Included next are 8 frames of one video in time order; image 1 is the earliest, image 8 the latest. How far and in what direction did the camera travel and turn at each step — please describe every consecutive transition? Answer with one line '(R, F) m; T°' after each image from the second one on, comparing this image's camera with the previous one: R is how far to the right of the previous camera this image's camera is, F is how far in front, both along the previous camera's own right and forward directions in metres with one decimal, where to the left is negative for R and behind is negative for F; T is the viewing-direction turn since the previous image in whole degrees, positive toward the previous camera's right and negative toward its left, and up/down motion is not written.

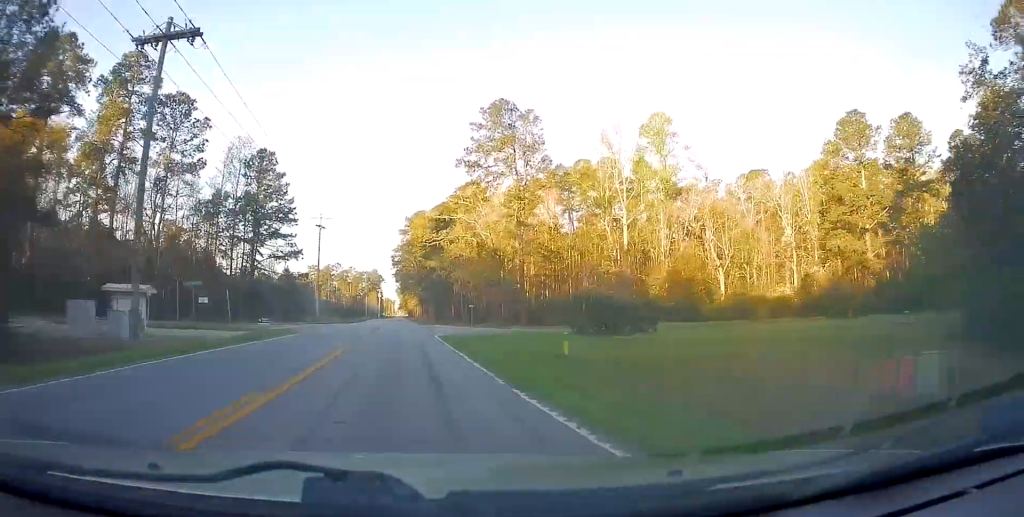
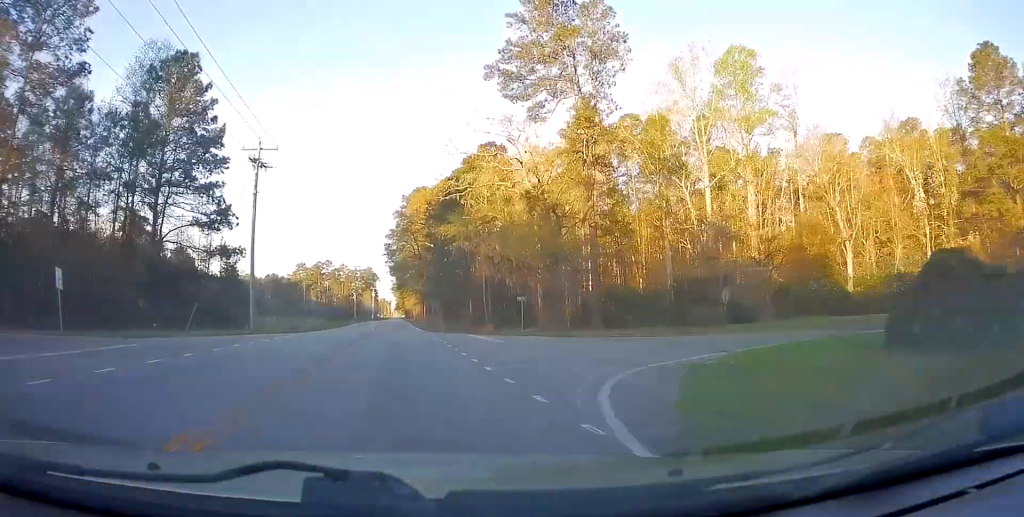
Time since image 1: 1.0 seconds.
(+0.2, +26.9) m; -1°
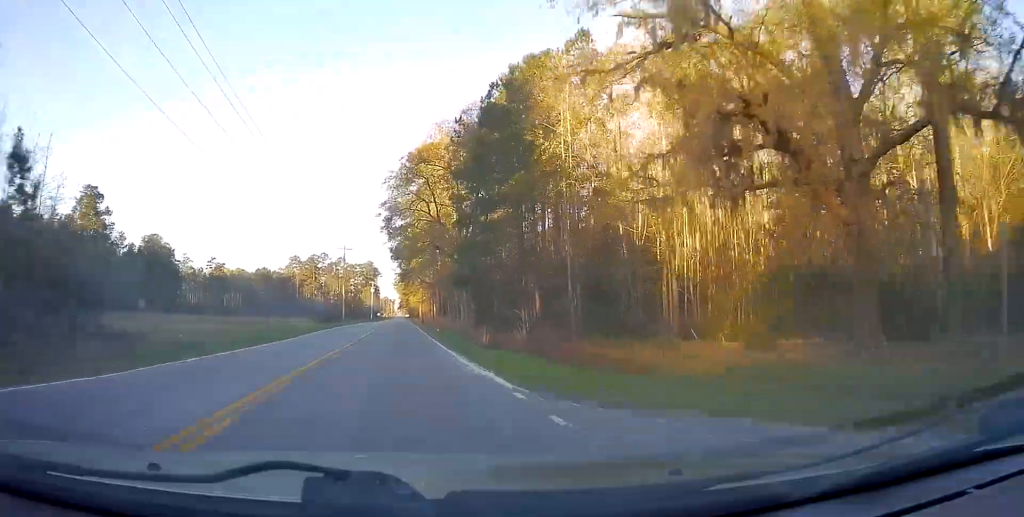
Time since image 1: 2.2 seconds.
(-0.6, +30.6) m; 0°
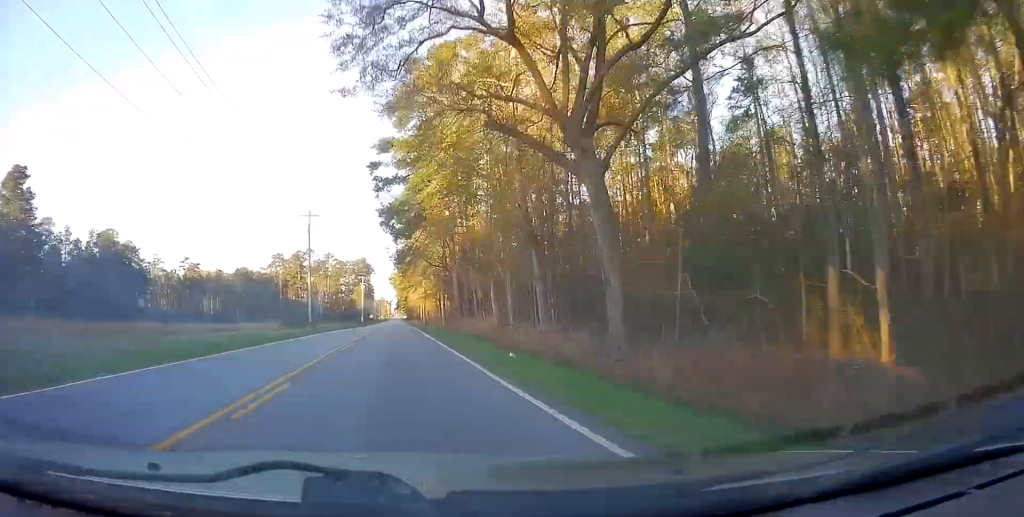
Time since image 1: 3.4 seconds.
(+0.6, +32.0) m; +1°
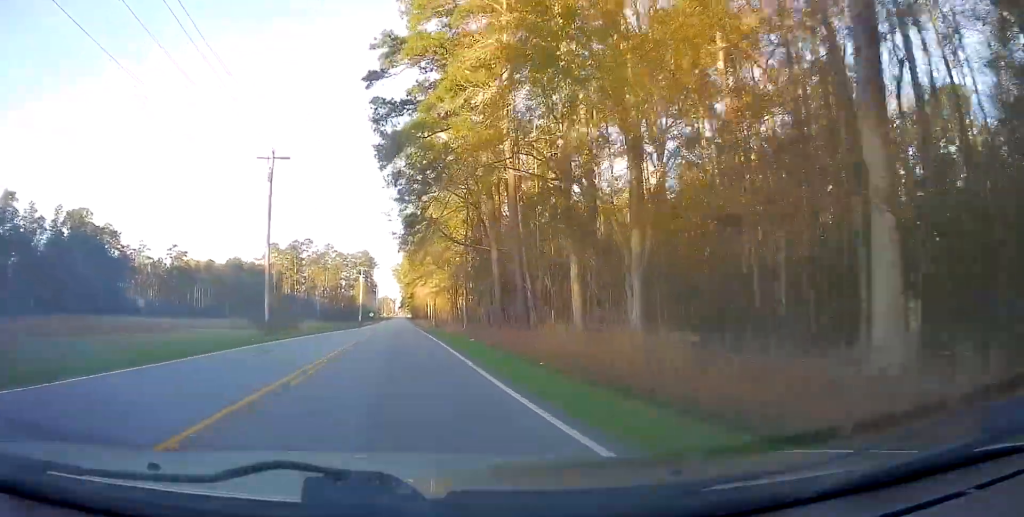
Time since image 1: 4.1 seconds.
(-0.2, +20.5) m; 0°
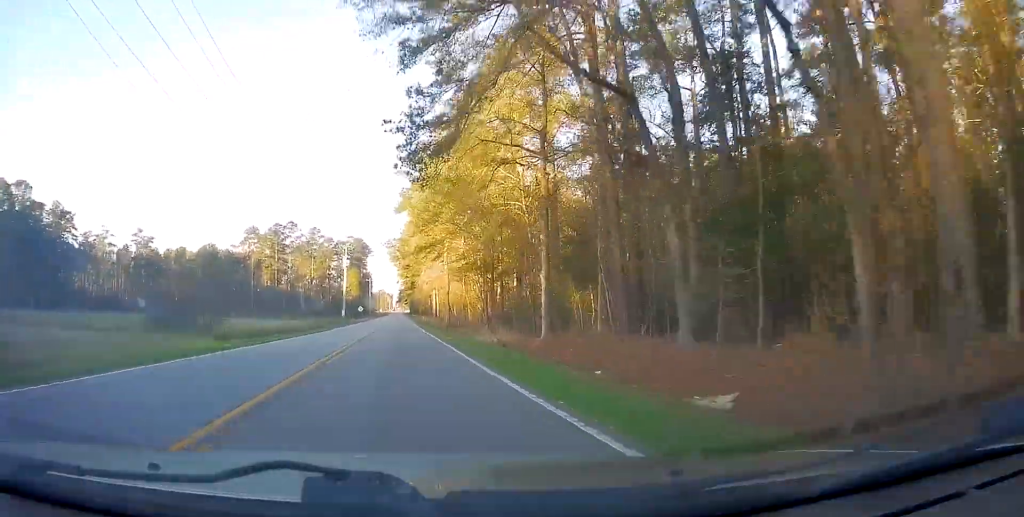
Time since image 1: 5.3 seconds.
(+0.3, +31.1) m; +1°
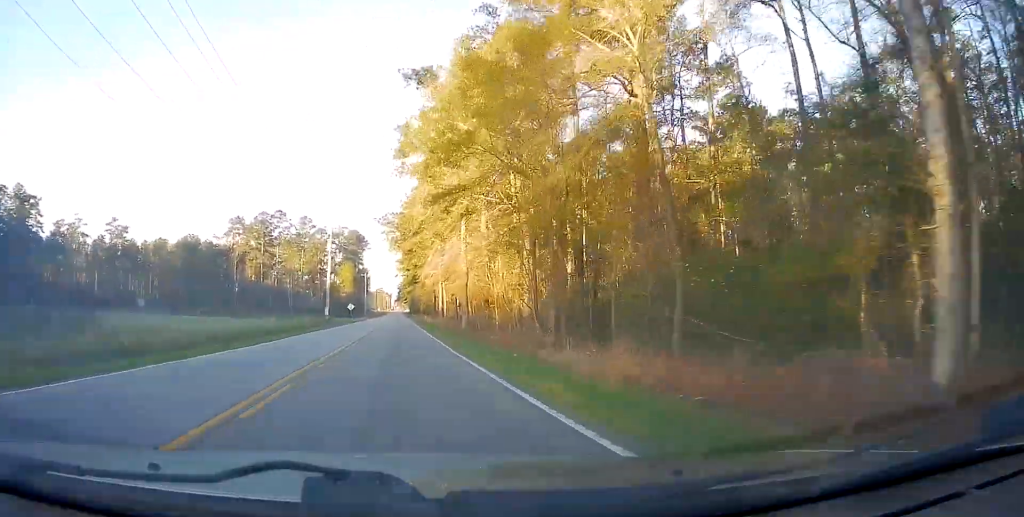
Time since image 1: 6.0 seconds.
(+0.3, +19.7) m; 0°
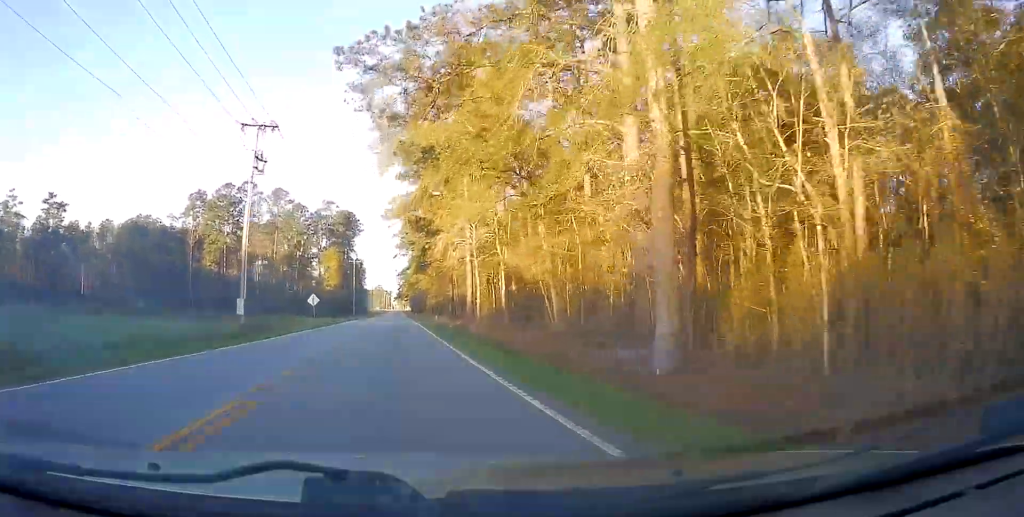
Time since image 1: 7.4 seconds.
(-0.2, +38.4) m; 0°
